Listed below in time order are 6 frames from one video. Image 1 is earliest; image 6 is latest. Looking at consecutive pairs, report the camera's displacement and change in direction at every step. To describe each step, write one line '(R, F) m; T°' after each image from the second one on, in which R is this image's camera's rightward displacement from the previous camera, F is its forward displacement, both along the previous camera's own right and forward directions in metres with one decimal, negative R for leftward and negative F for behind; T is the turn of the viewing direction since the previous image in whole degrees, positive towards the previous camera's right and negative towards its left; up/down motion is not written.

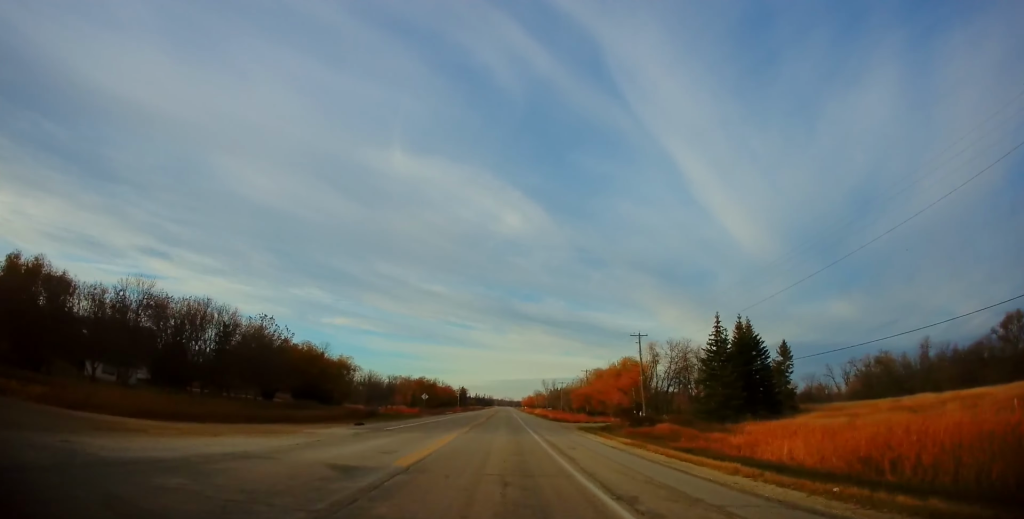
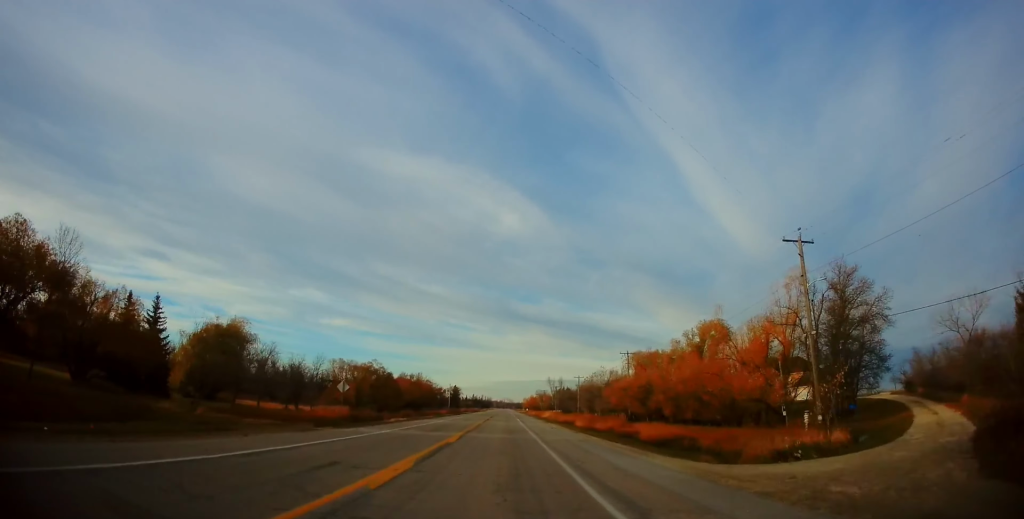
(+0.1, +42.7) m; 0°
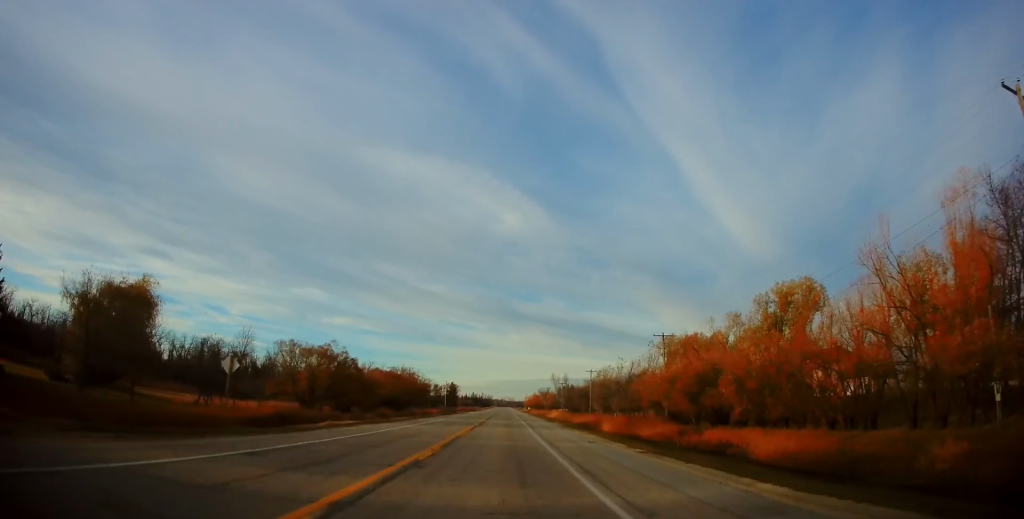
(+0.1, +17.7) m; 0°
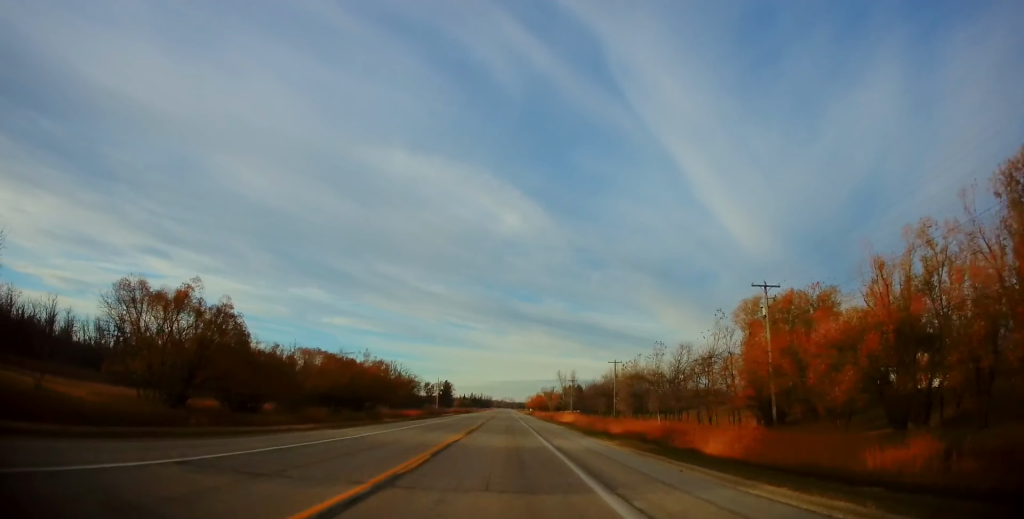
(0.0, +25.7) m; 0°
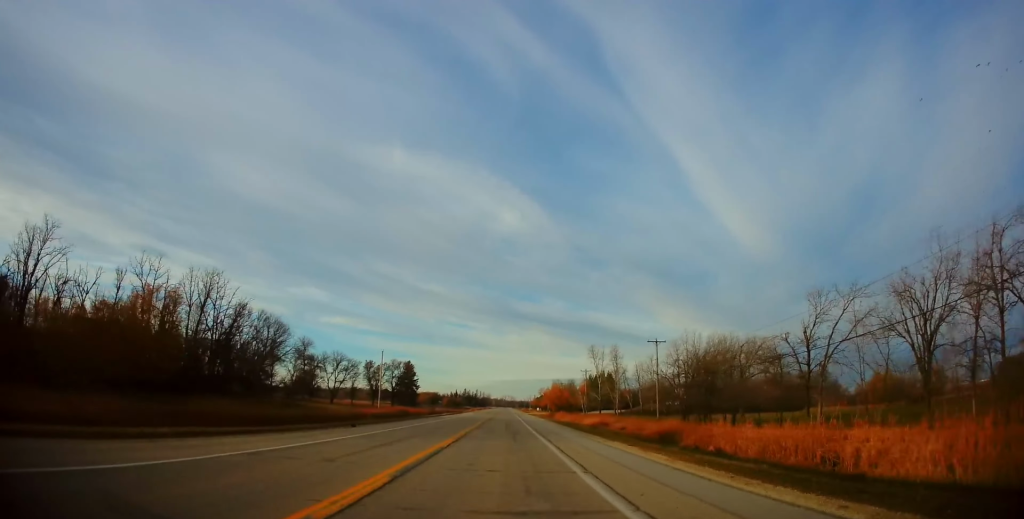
(-0.6, +92.9) m; -2°
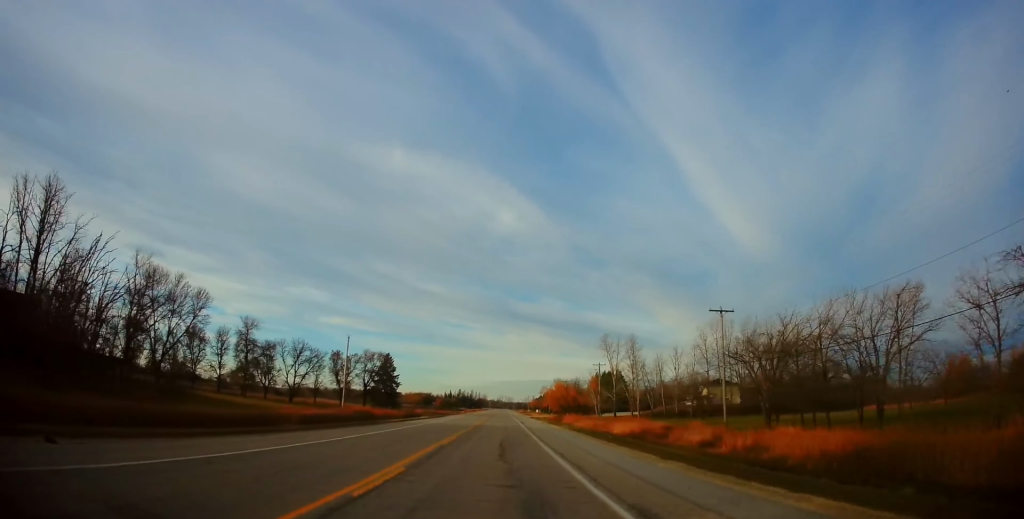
(+0.1, +23.4) m; -1°
